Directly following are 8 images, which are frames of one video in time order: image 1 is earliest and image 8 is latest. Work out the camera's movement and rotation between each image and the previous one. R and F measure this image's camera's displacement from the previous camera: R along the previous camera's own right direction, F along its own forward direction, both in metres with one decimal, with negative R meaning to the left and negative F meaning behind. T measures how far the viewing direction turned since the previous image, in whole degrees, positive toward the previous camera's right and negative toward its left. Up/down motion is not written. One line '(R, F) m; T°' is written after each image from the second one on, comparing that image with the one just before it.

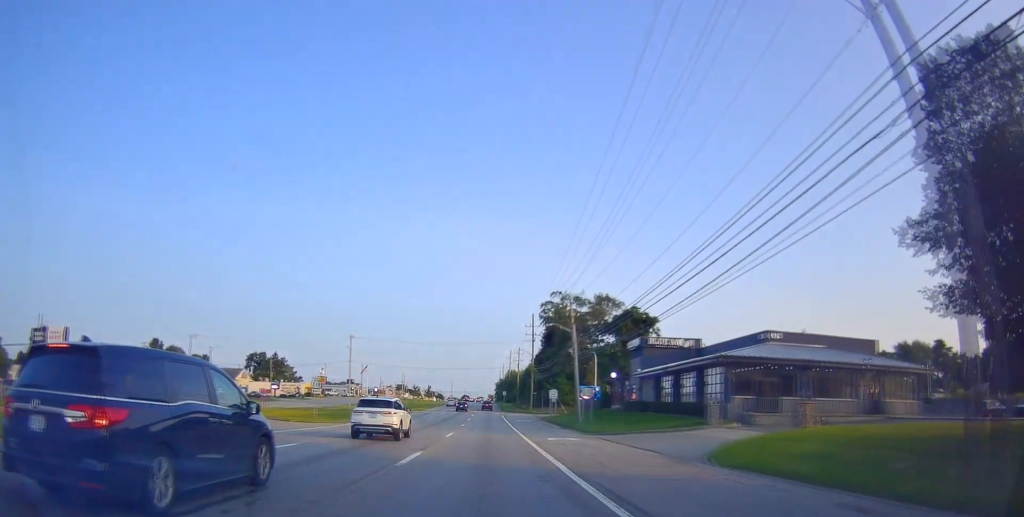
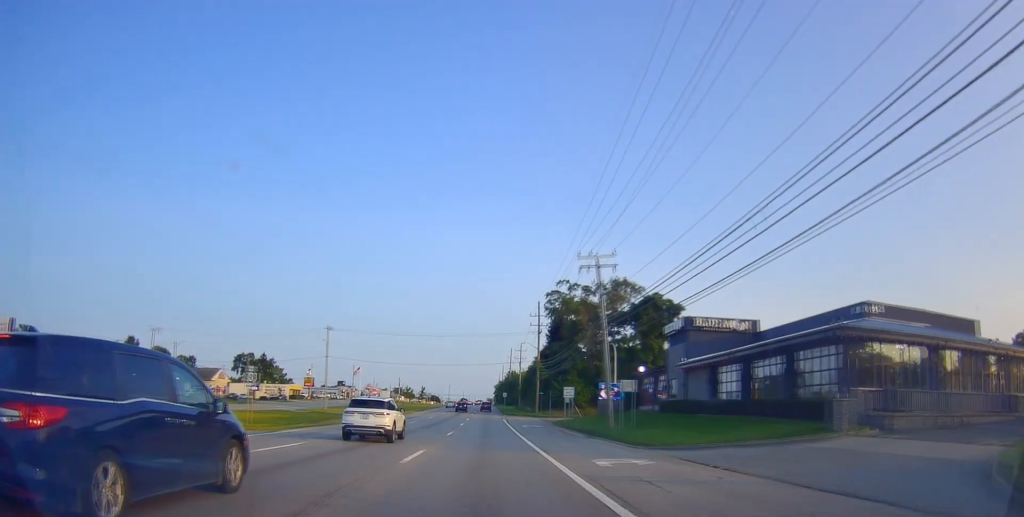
(-0.4, +13.5) m; 0°
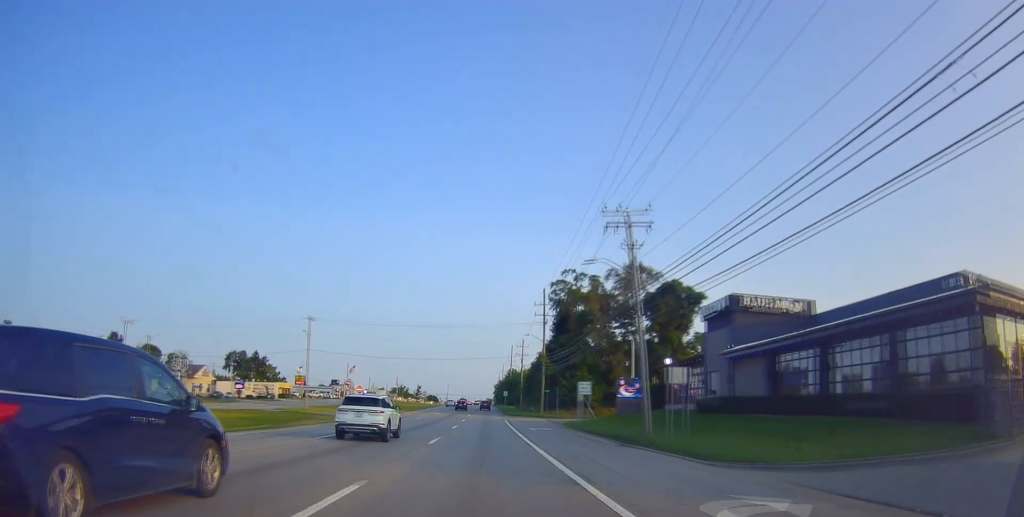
(-0.3, +8.8) m; 0°
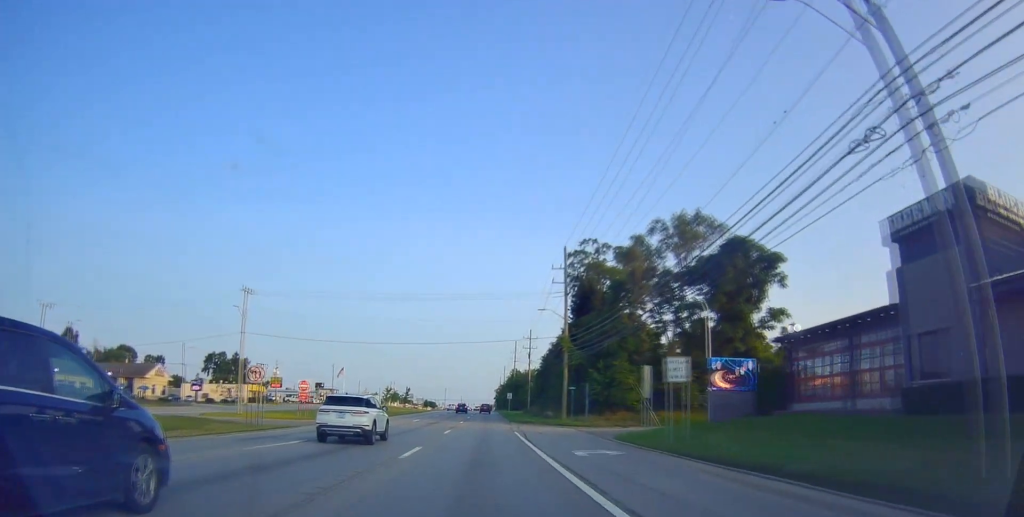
(+0.8, +21.4) m; +2°
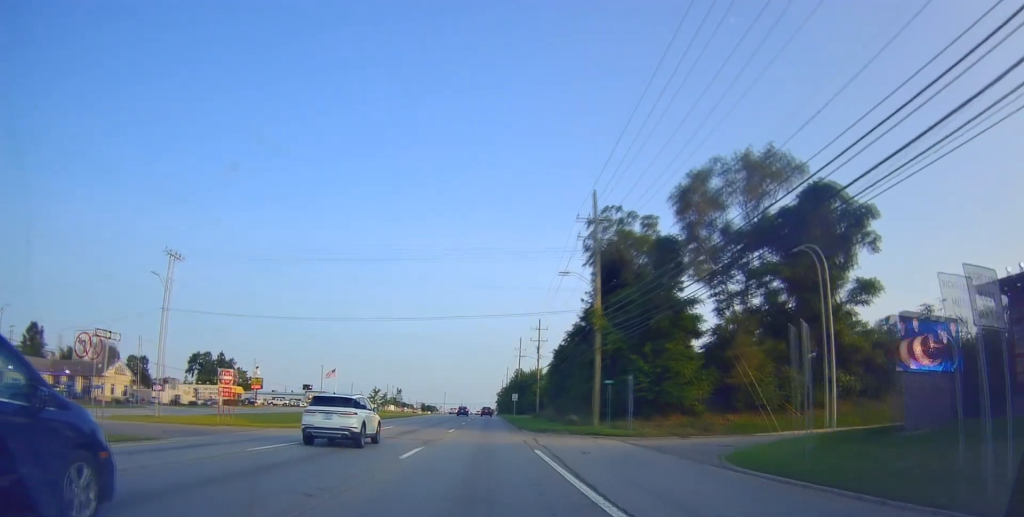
(0.0, +15.2) m; -1°
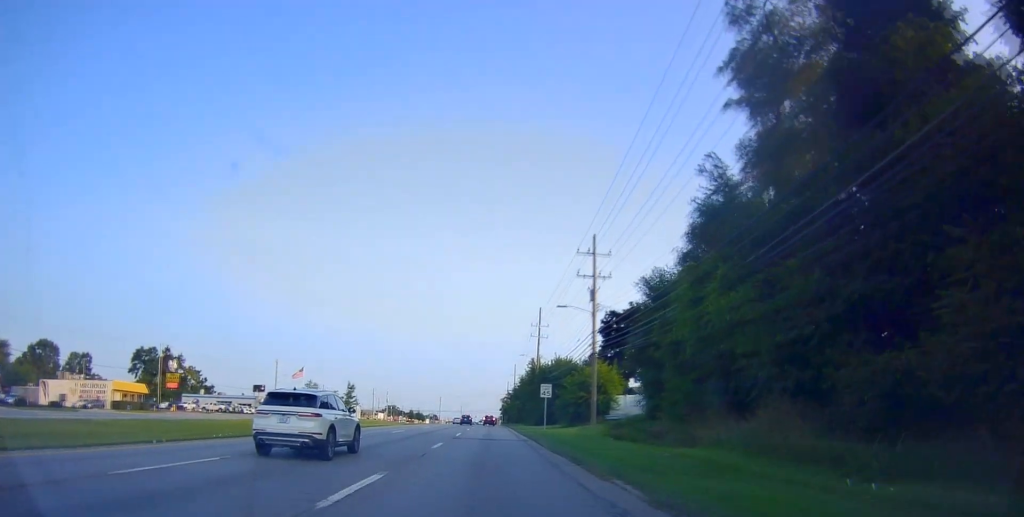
(-0.2, +43.2) m; -1°
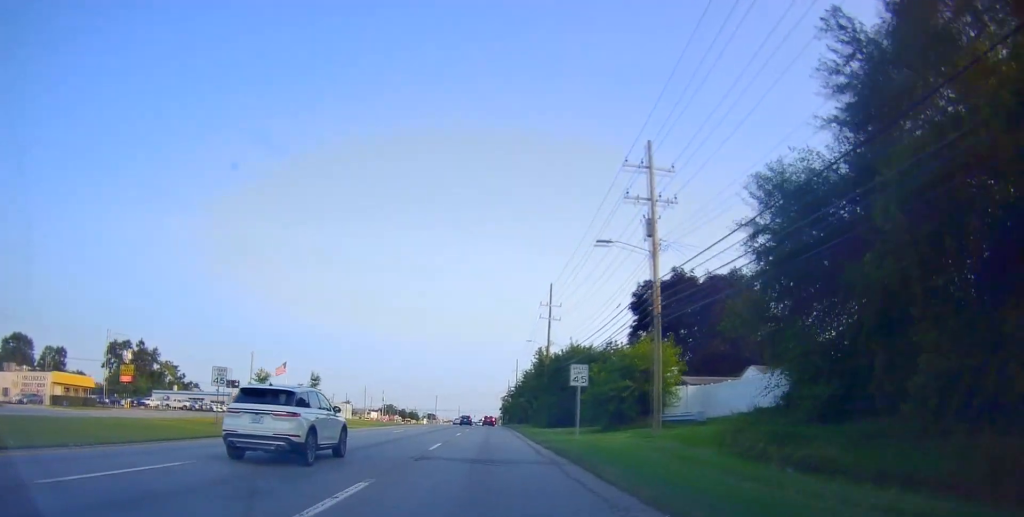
(-0.6, +15.5) m; 0°
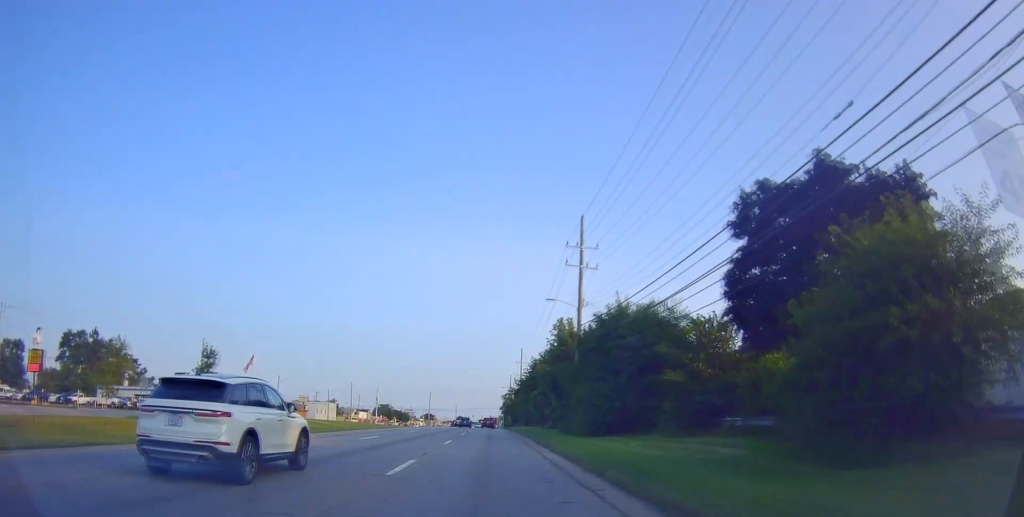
(+0.6, +23.7) m; 0°
